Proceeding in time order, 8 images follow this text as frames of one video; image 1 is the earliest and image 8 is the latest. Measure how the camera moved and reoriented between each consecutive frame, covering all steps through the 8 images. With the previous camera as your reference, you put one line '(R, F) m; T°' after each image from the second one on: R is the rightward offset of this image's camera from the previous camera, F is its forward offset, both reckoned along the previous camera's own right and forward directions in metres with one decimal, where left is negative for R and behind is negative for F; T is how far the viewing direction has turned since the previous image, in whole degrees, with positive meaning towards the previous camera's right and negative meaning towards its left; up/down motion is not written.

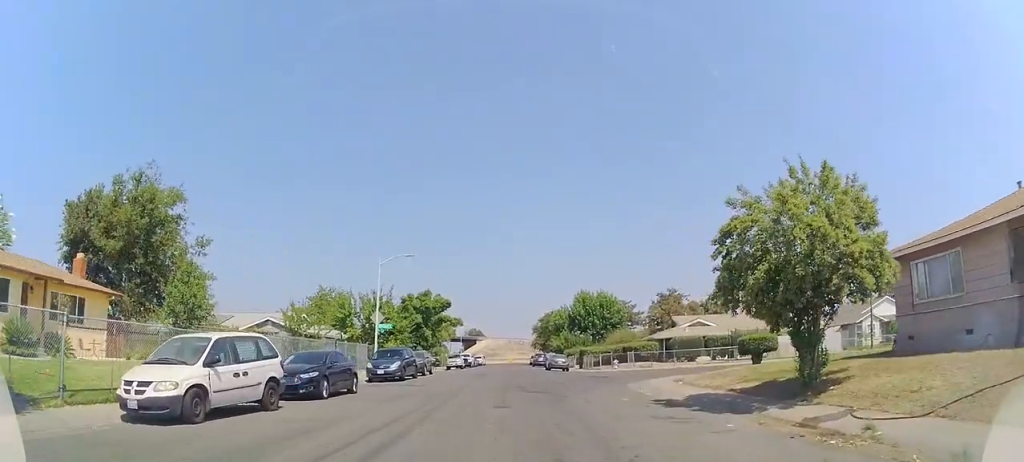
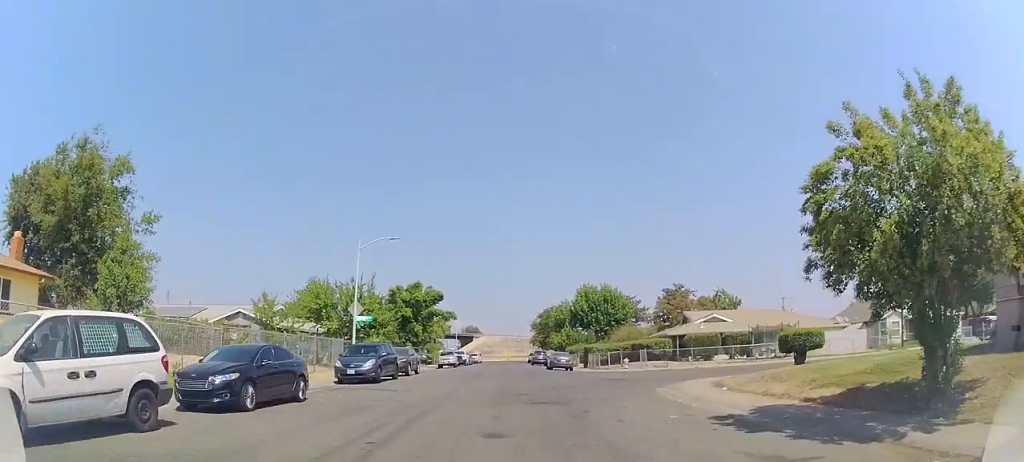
(-0.1, +4.7) m; -1°
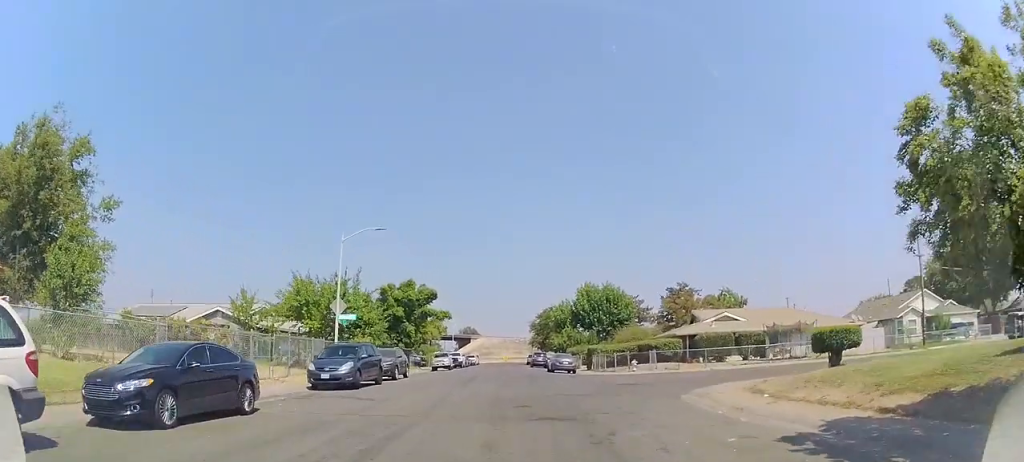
(0.0, +3.0) m; 0°
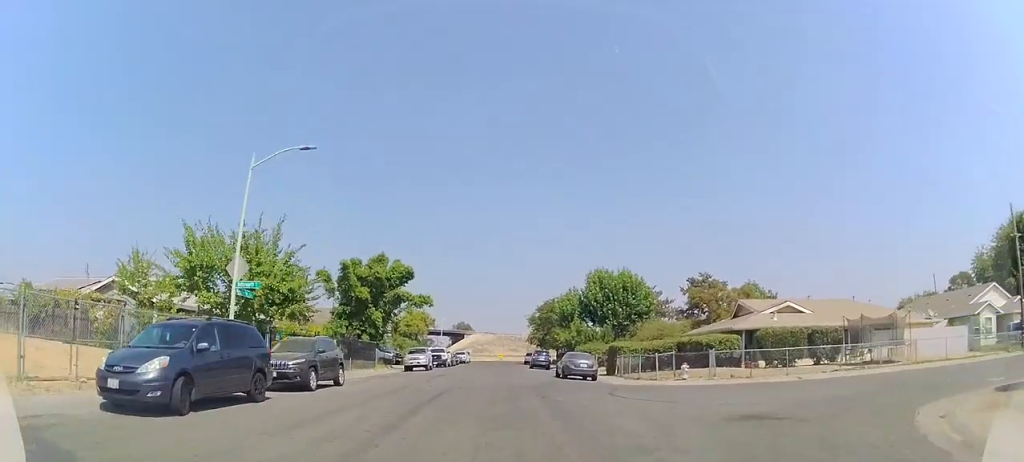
(+0.2, +11.1) m; +2°
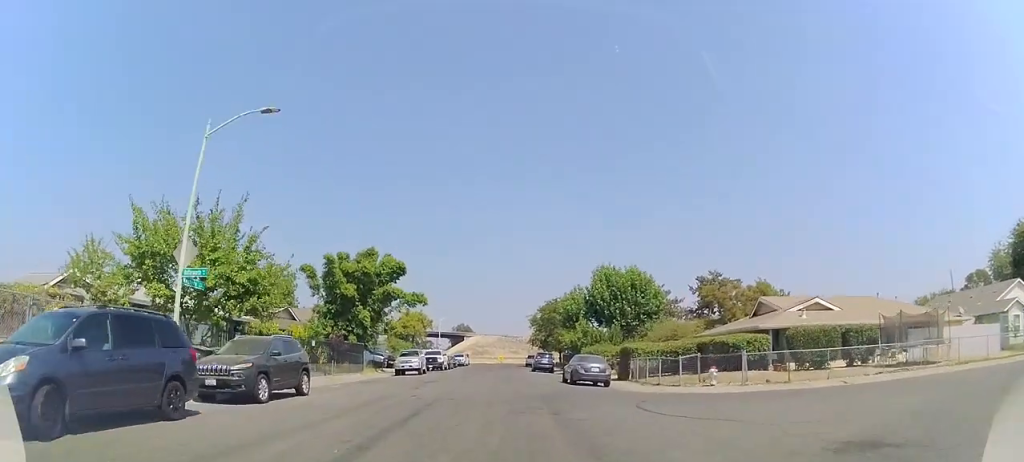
(0.0, +3.5) m; 0°
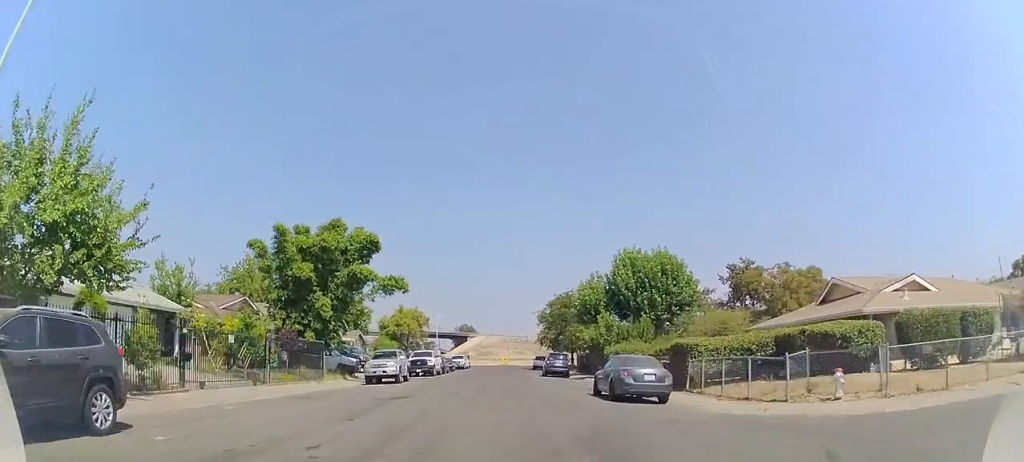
(-0.2, +8.7) m; -3°
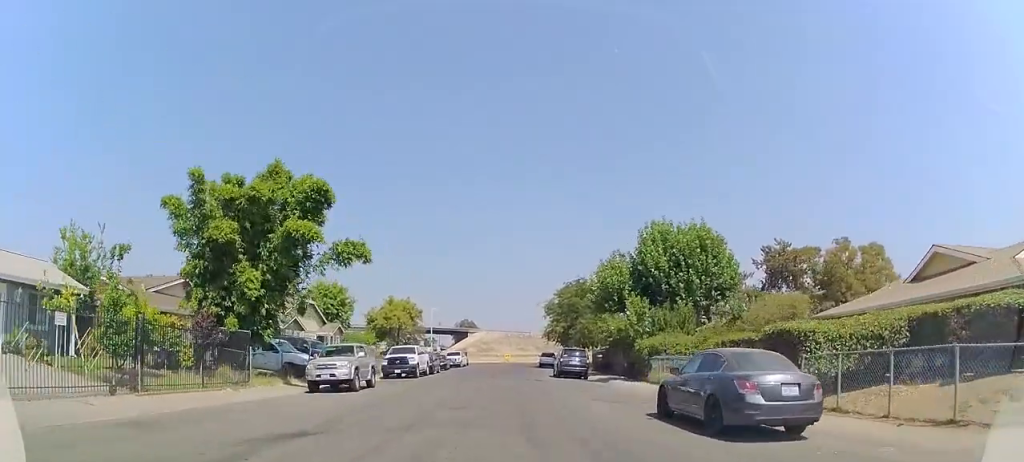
(-0.2, +8.2) m; +1°
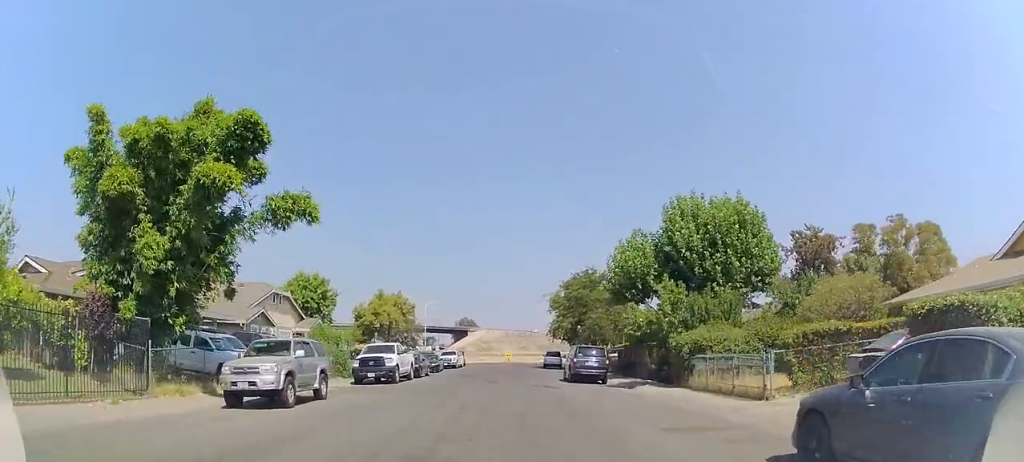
(+0.2, +5.9) m; +2°
